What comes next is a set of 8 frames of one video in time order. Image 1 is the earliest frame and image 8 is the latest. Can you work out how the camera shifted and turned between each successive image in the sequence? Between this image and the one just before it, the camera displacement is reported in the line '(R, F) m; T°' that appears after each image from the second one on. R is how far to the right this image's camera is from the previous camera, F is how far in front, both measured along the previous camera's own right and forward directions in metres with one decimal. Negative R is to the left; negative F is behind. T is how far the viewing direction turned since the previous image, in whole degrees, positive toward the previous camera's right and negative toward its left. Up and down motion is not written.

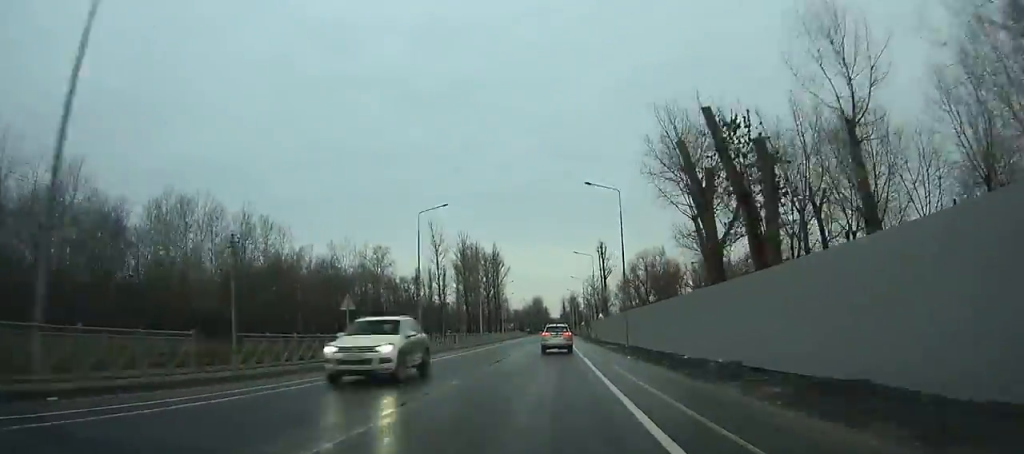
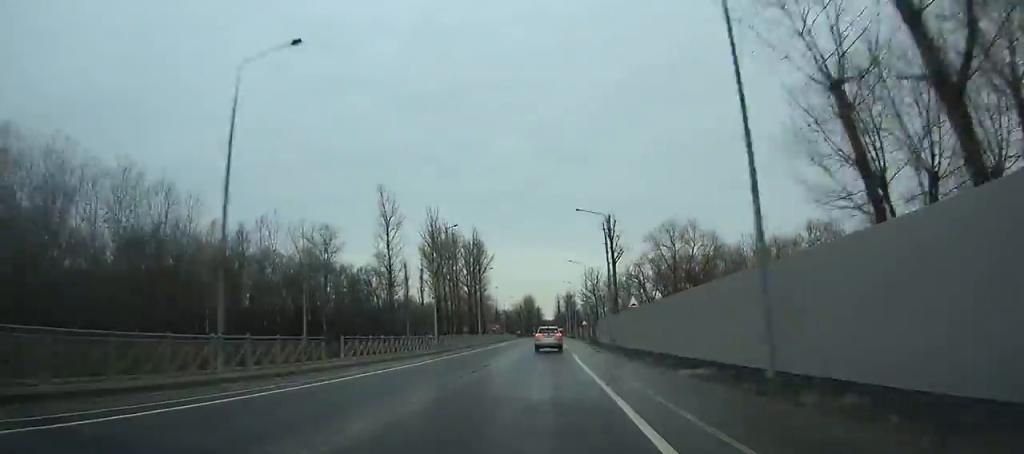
(+0.2, +26.2) m; +1°
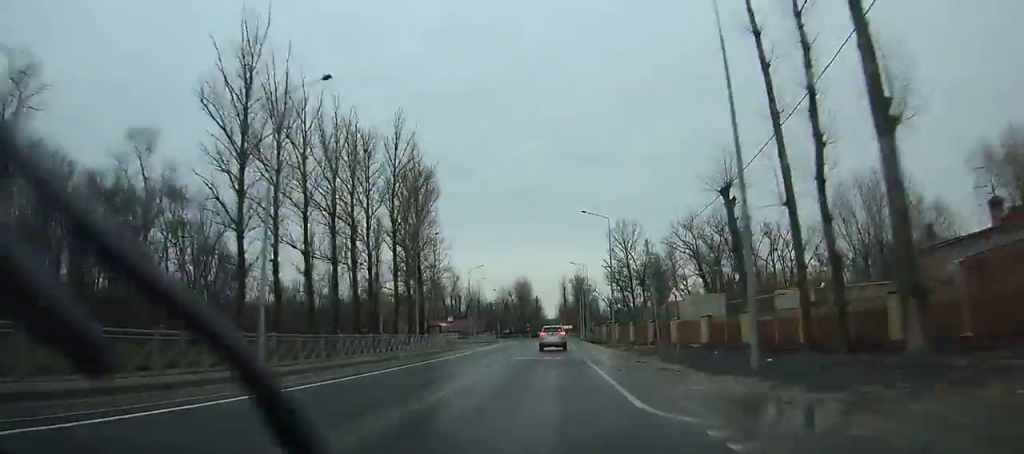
(+0.7, +62.8) m; +2°
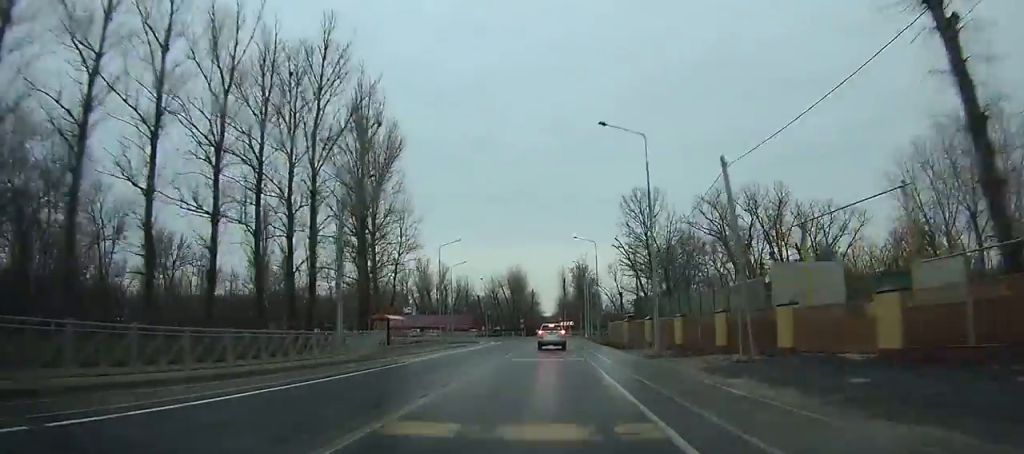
(+0.1, +19.7) m; +1°
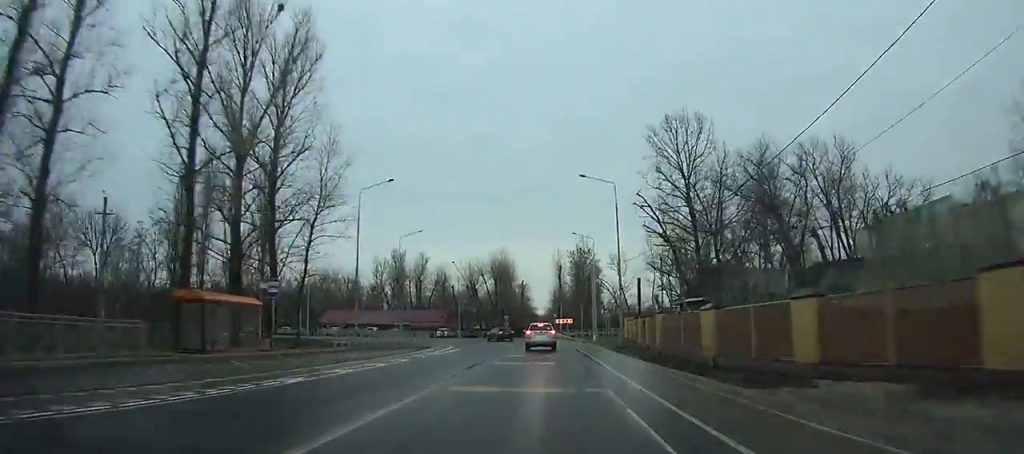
(+0.1, +23.2) m; -3°
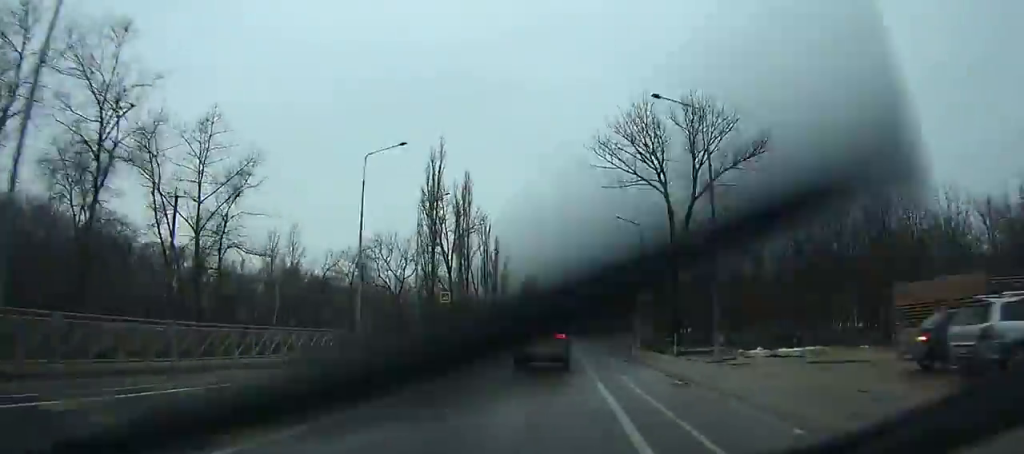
(-52.6, +86.3) m; -75°
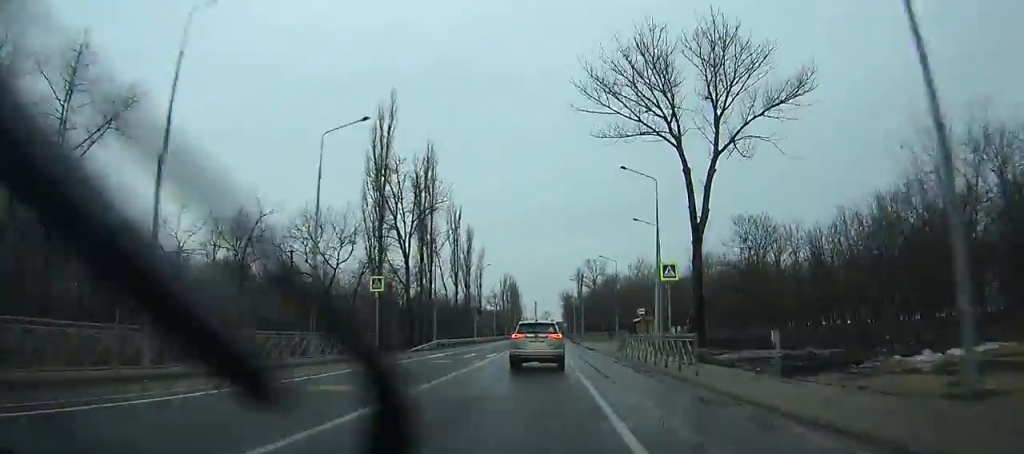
(-2.7, +16.6) m; -7°
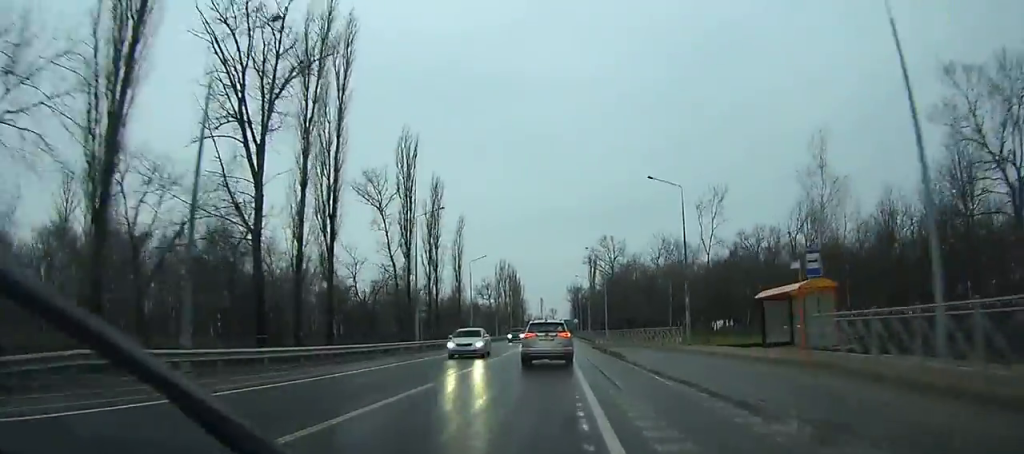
(-0.2, +41.7) m; +1°
